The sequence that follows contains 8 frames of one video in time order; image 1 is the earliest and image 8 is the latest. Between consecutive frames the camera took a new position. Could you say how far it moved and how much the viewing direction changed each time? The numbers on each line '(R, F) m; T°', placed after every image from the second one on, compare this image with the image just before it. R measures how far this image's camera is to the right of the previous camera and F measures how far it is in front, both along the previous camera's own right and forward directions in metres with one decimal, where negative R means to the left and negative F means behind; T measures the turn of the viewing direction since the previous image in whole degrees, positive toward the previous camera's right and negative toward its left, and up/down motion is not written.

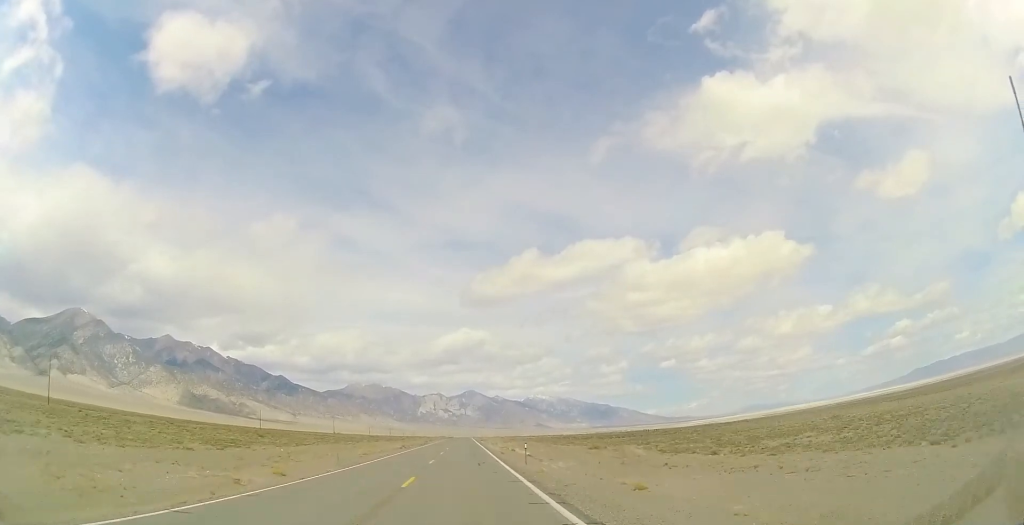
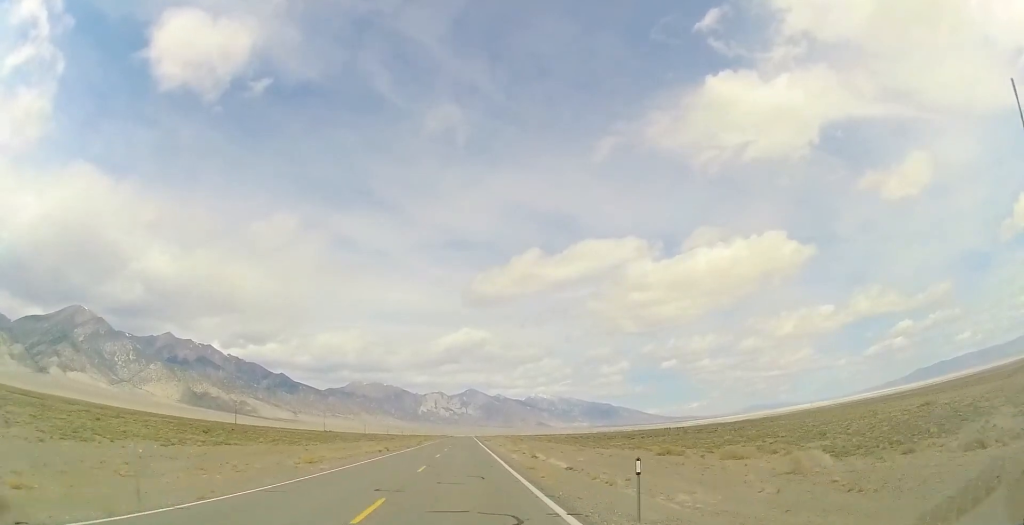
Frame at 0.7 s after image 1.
(0.0, +18.3) m; -1°
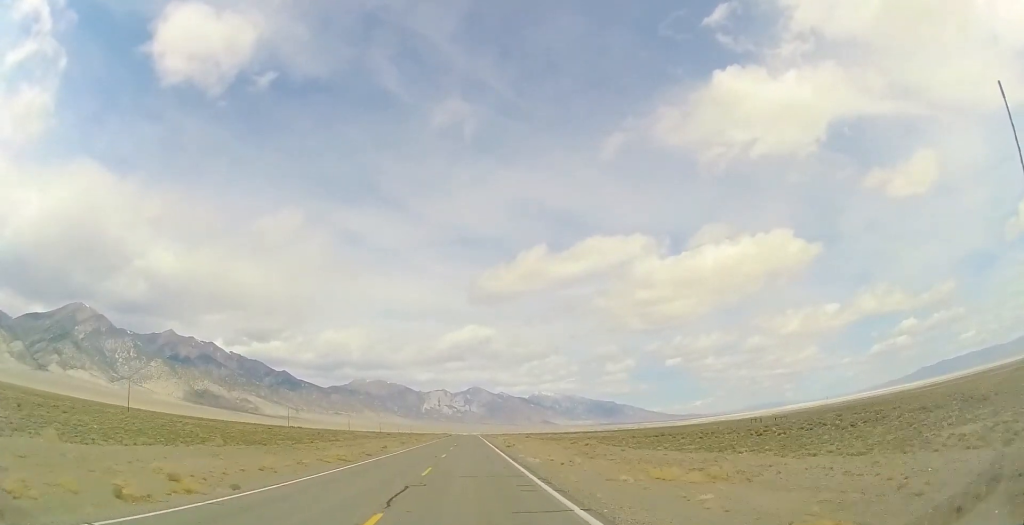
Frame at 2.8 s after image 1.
(-0.8, +52.7) m; 0°
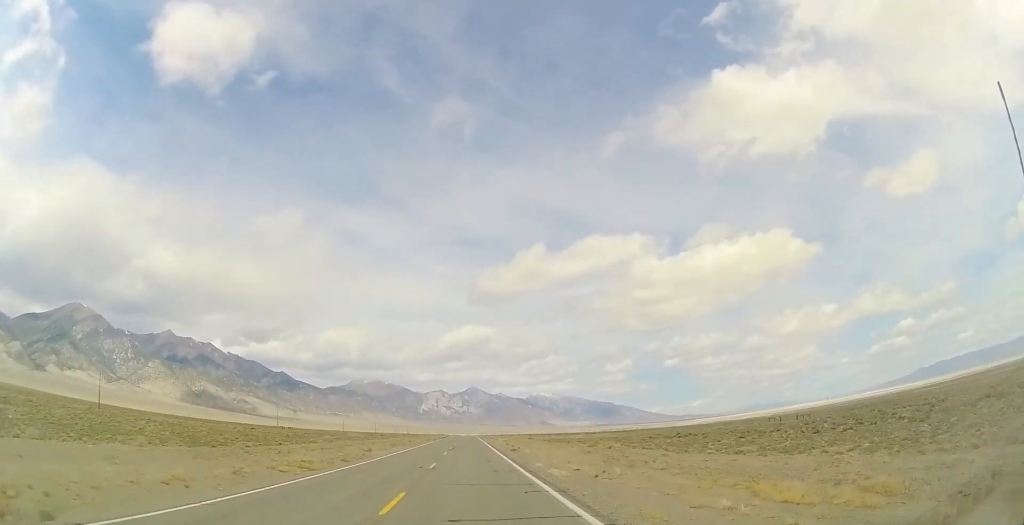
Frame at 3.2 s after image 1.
(+0.1, +9.1) m; 0°
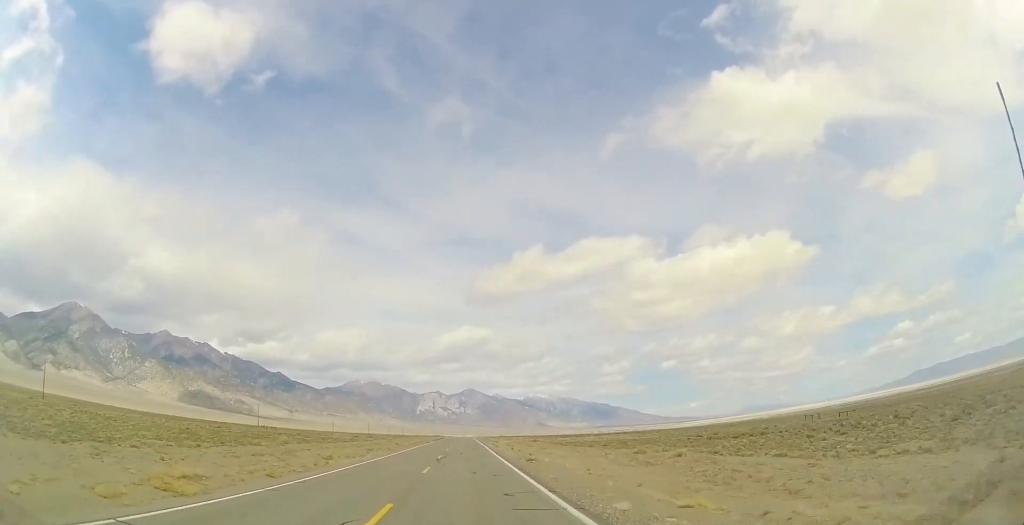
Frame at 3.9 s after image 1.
(+0.1, +15.0) m; 0°
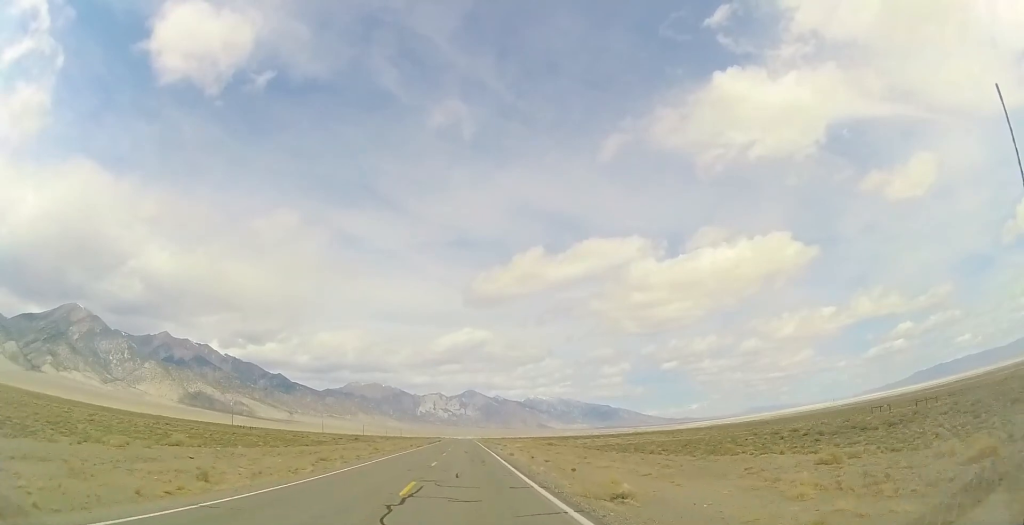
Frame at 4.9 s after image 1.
(0.0, +18.7) m; 0°
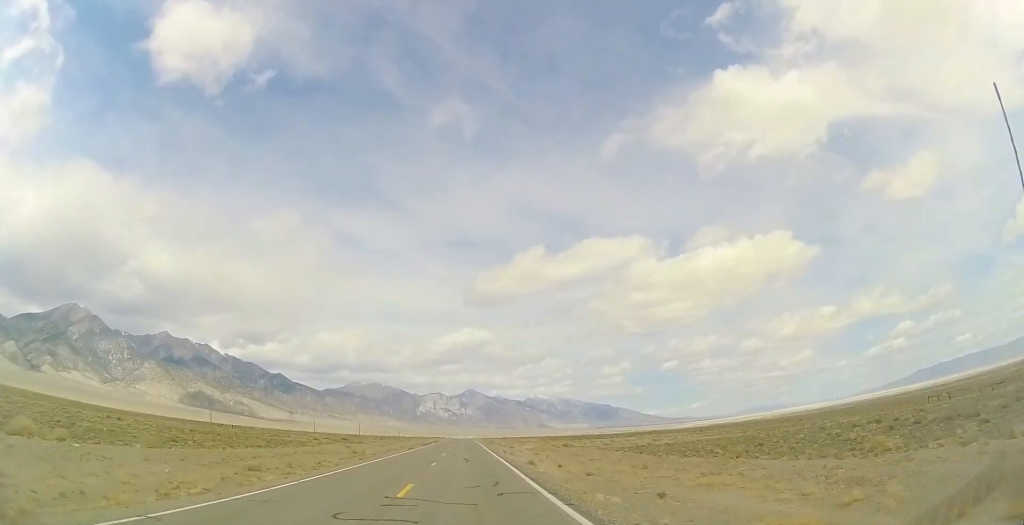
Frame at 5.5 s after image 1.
(0.0, +12.2) m; -1°
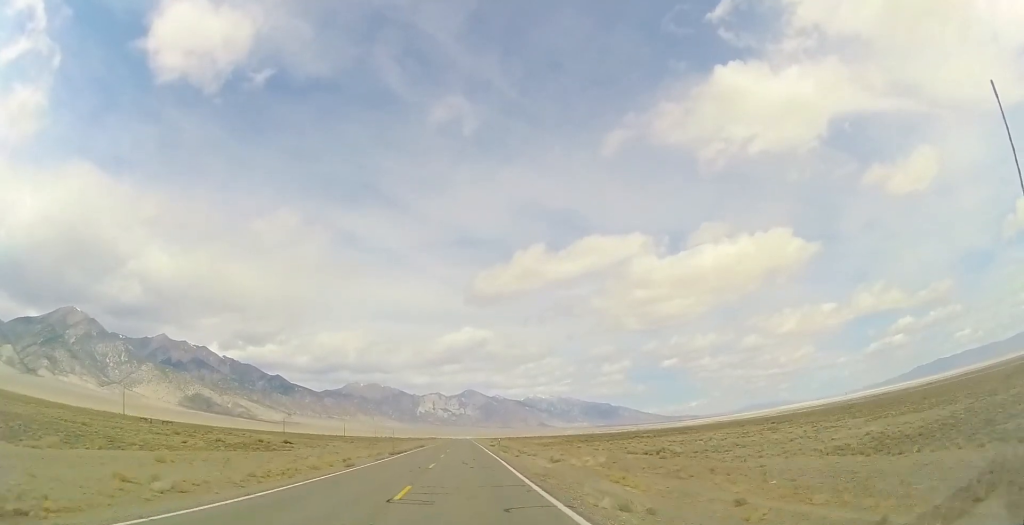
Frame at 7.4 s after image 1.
(+0.6, +34.8) m; +1°
